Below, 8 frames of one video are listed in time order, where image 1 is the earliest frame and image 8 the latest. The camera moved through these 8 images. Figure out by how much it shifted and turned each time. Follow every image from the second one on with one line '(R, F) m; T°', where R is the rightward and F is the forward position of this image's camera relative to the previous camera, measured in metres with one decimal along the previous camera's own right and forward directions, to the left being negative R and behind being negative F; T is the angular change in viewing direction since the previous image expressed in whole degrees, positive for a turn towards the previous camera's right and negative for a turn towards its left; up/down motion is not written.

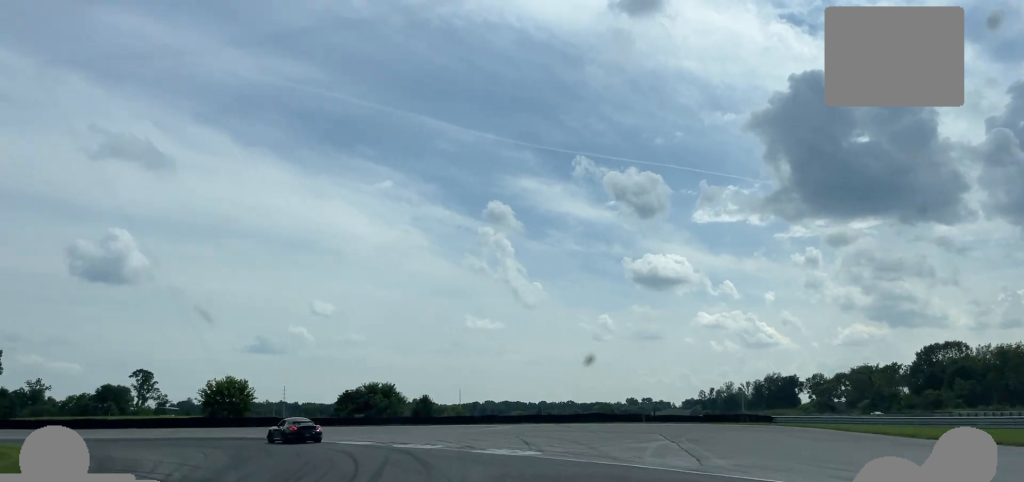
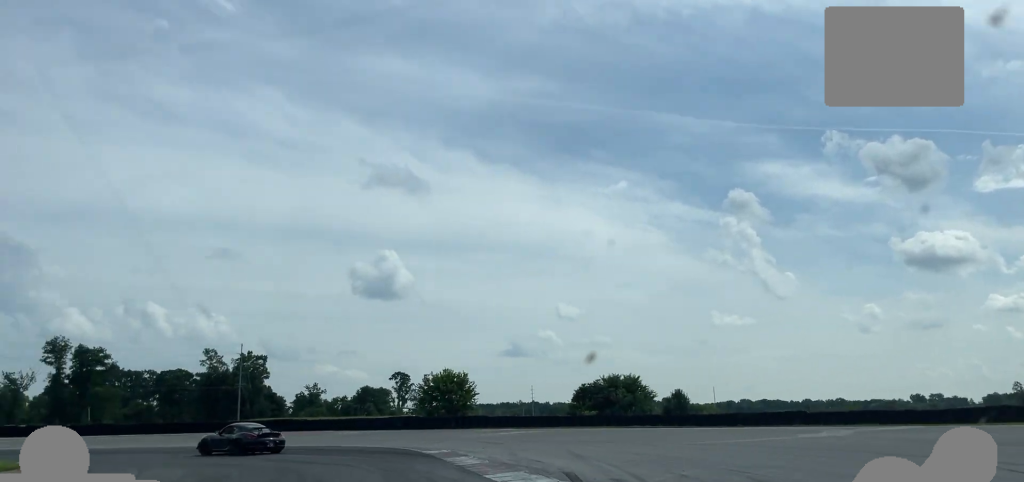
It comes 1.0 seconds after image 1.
(-3.3, +23.5) m; -19°
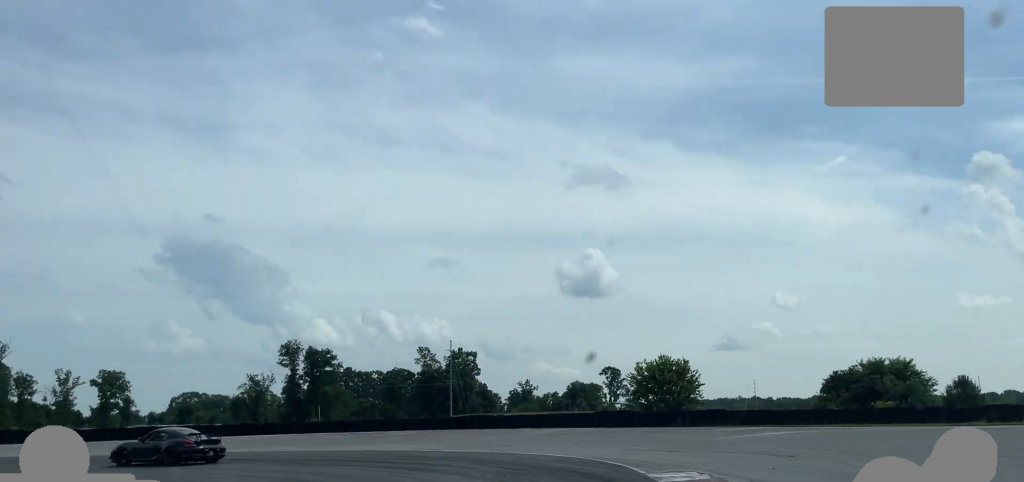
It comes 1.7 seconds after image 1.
(-1.4, +13.8) m; -19°
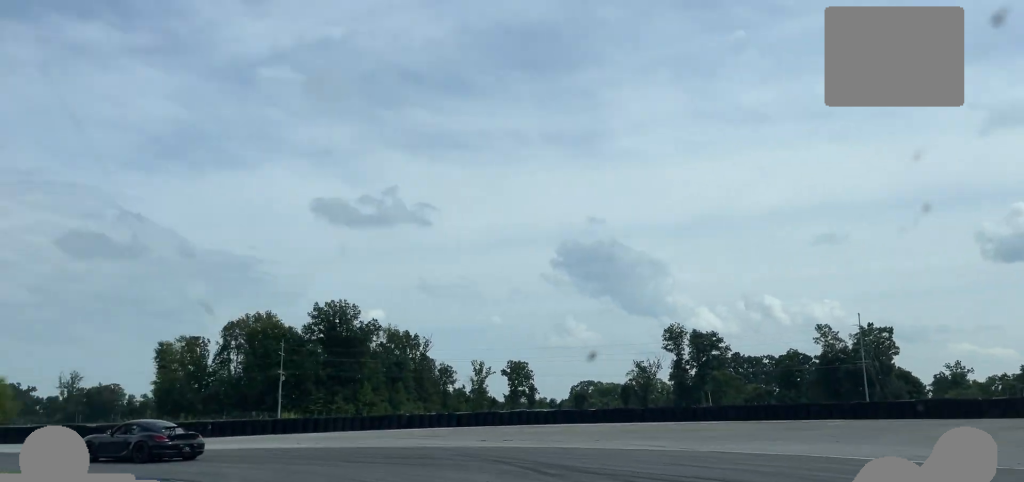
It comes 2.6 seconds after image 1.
(-4.2, +14.5) m; -30°
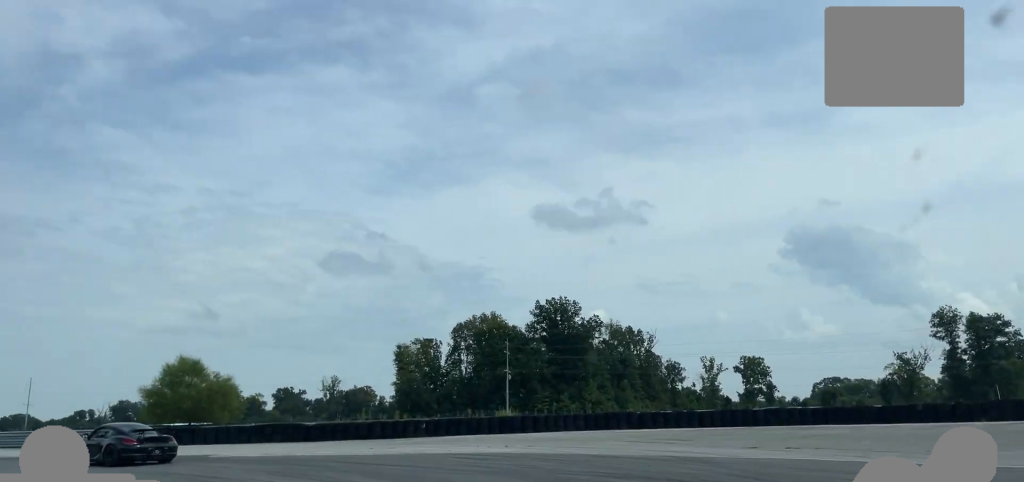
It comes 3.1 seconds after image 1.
(-1.3, +8.2) m; -17°
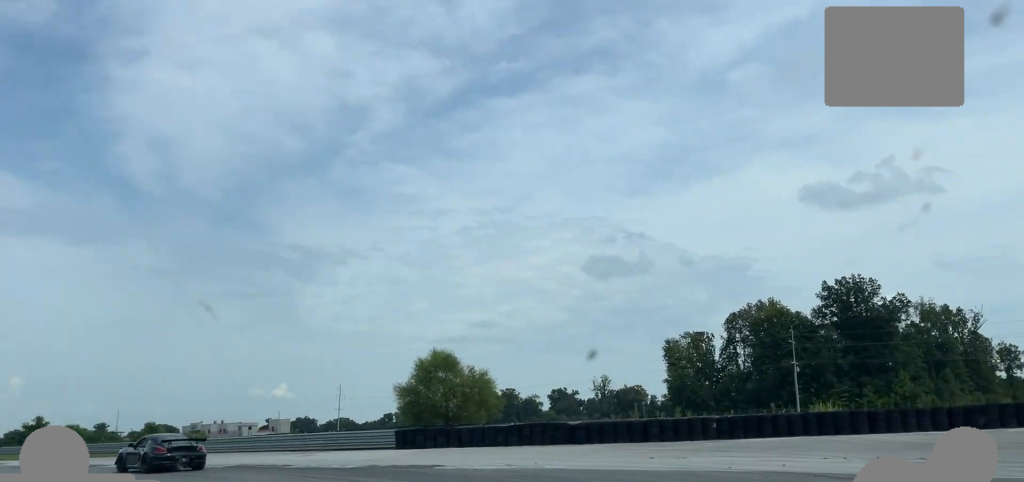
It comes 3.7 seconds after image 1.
(-1.5, +9.8) m; -19°
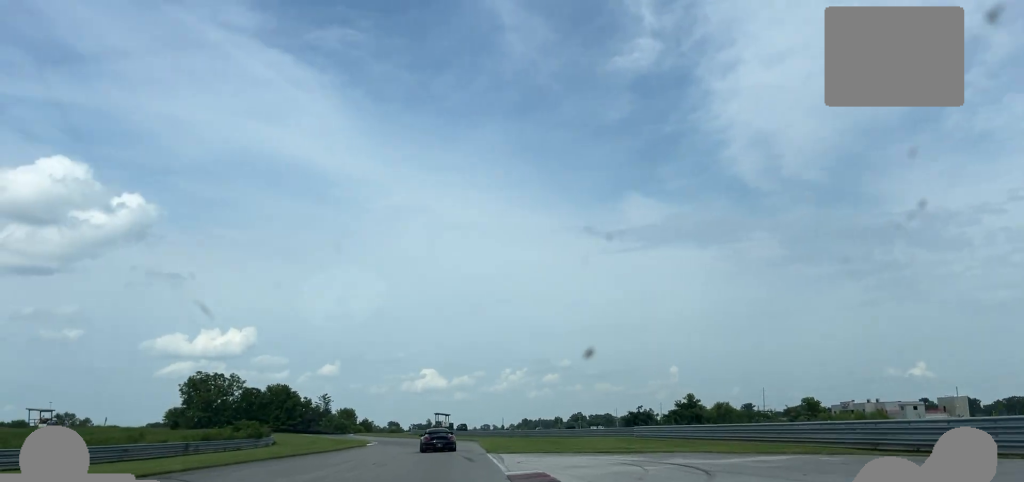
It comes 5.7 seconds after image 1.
(-18.9, +36.4) m; -42°
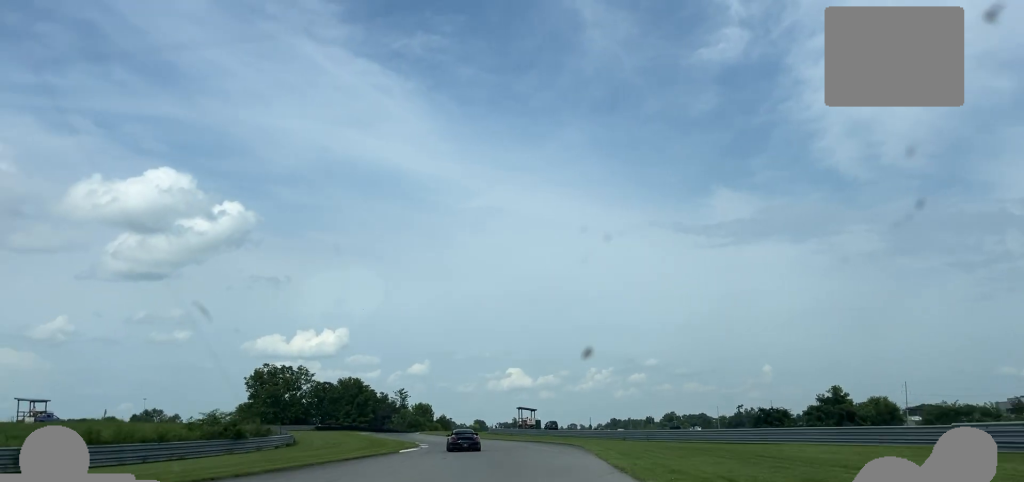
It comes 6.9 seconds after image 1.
(-2.5, +31.9) m; -7°
